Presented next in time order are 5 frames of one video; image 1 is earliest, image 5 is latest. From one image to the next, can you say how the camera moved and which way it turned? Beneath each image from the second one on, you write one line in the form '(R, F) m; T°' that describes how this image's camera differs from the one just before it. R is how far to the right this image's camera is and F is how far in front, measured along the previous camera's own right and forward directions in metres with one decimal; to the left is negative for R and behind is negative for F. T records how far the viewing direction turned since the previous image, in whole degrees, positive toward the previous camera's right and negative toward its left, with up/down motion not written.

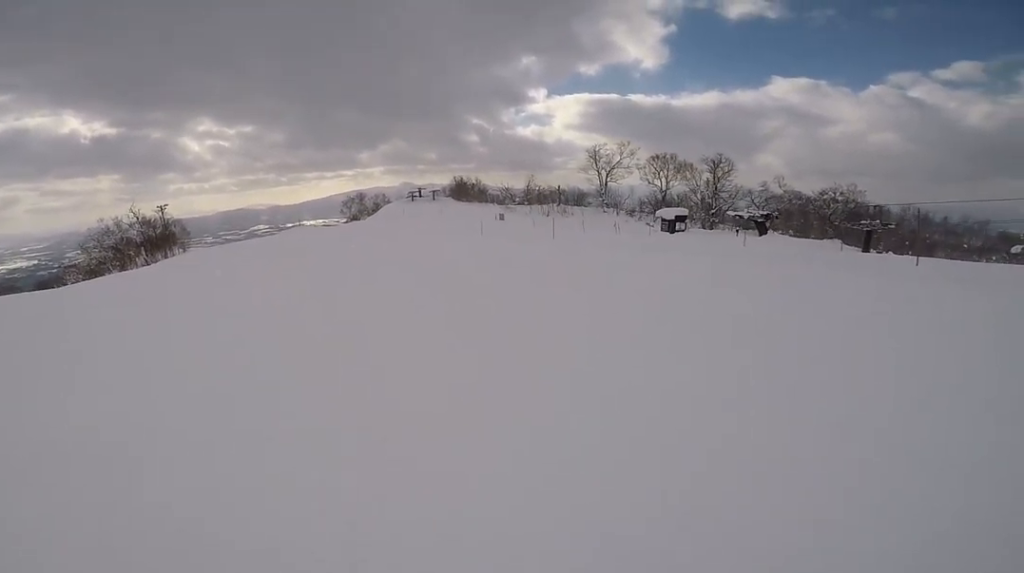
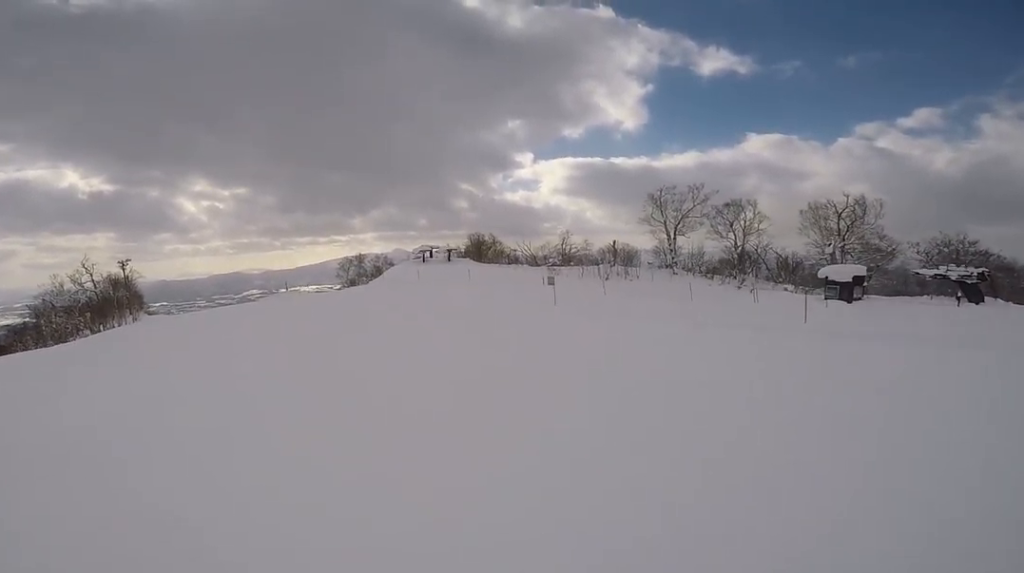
(-0.1, +19.1) m; -1°
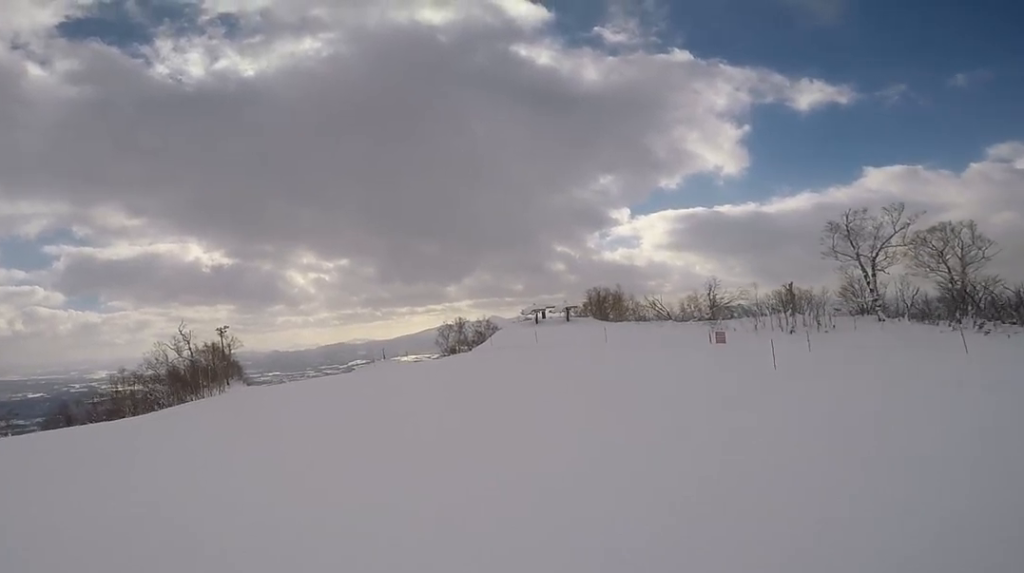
(-0.7, +10.5) m; -1°
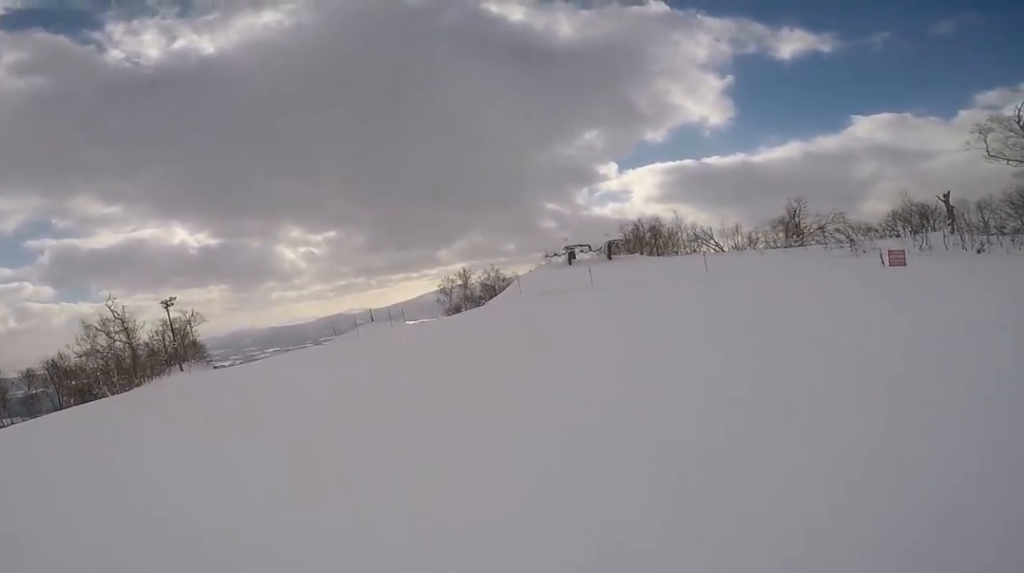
(-0.1, +16.3) m; +2°
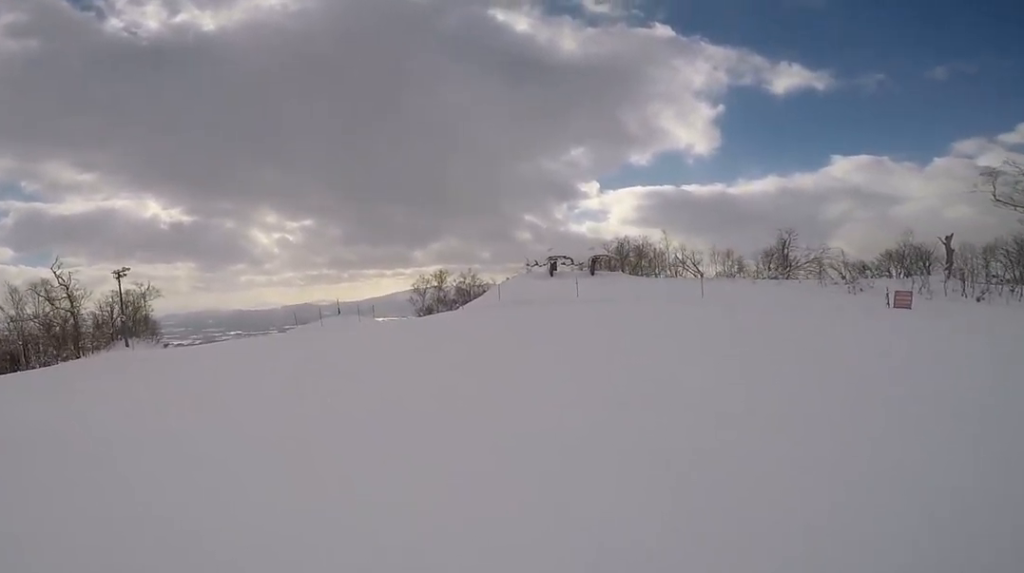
(+0.3, +2.9) m; +4°
